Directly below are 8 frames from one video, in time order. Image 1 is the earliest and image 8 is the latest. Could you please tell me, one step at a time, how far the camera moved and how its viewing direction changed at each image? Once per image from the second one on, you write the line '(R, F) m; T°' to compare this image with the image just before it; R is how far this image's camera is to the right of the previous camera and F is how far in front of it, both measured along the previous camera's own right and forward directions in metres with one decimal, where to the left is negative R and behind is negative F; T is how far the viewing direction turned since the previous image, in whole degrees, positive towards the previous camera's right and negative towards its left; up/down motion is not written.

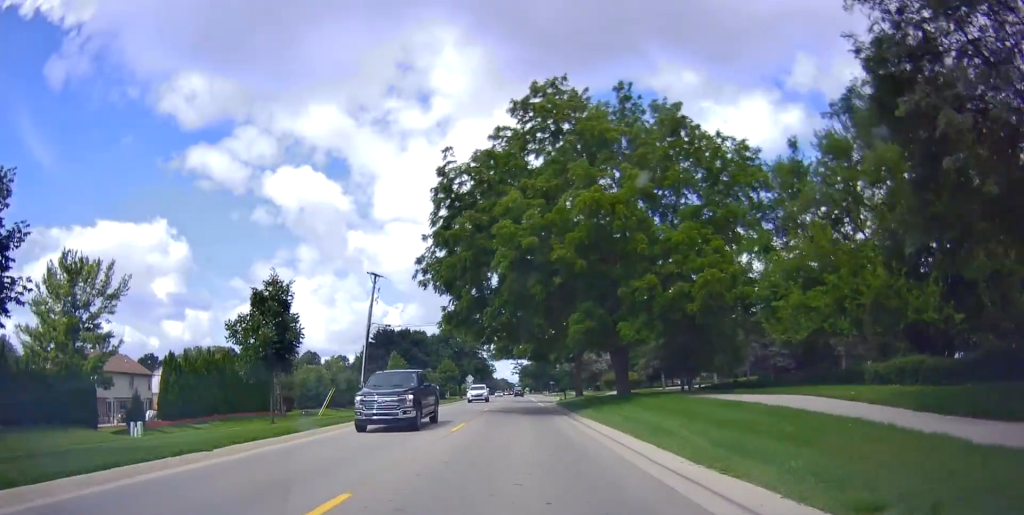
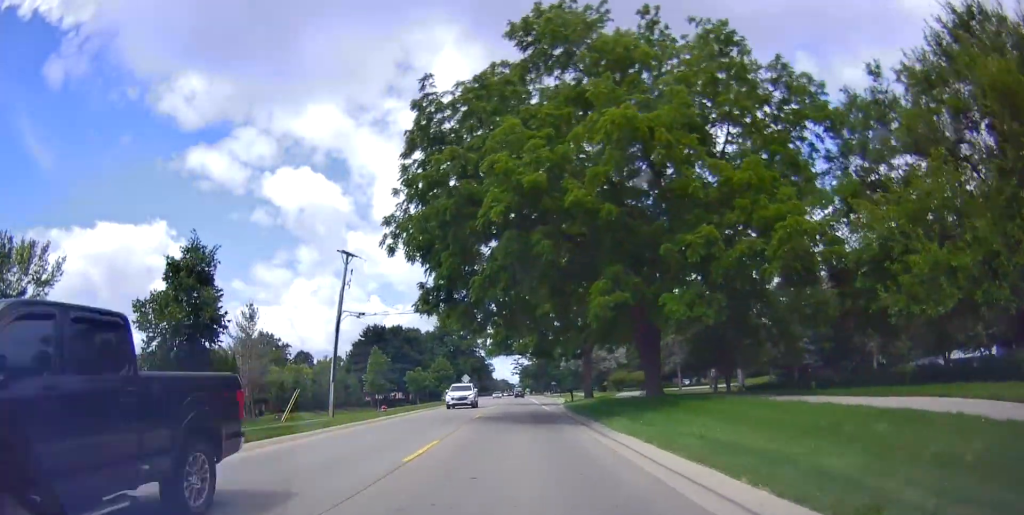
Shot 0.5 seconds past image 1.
(+0.1, +8.0) m; 0°
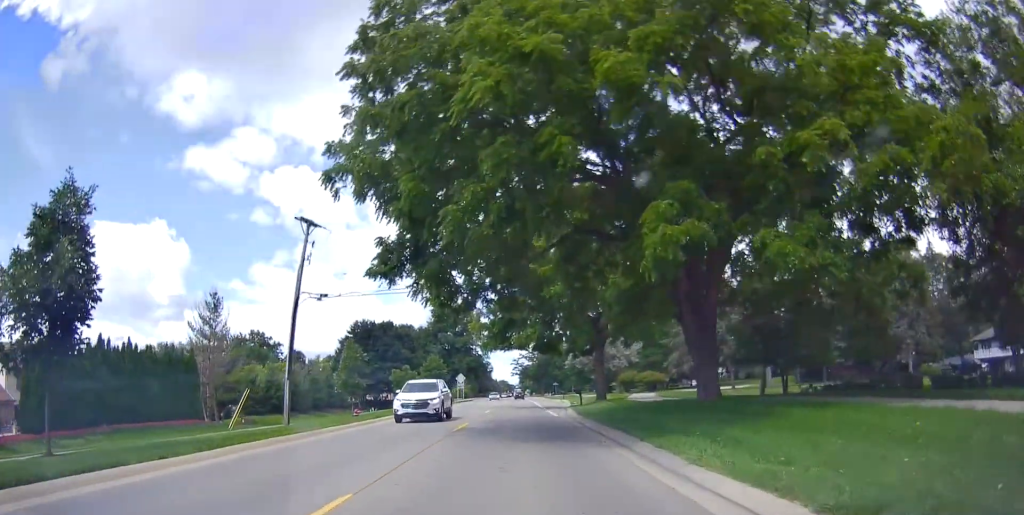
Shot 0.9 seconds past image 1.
(0.0, +8.0) m; -1°
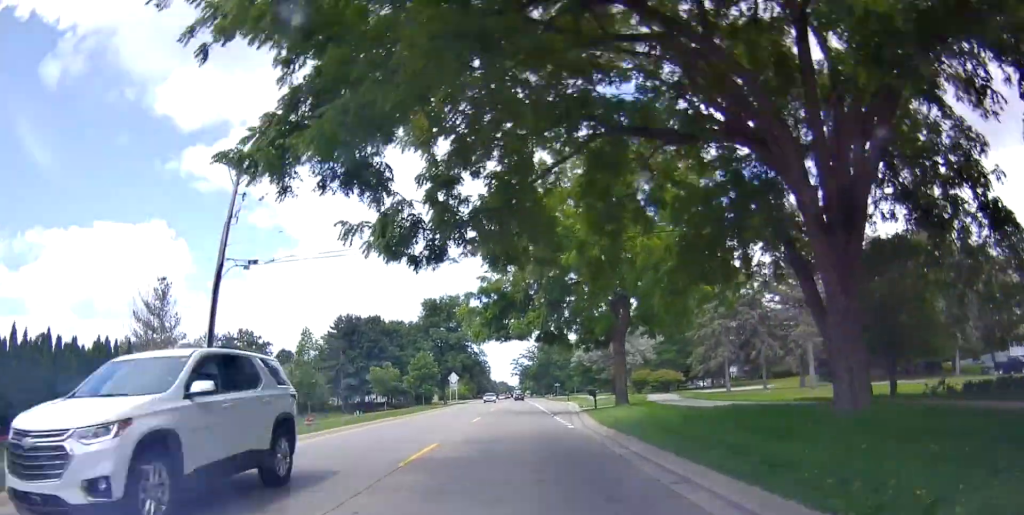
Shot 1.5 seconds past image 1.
(0.0, +9.0) m; -1°
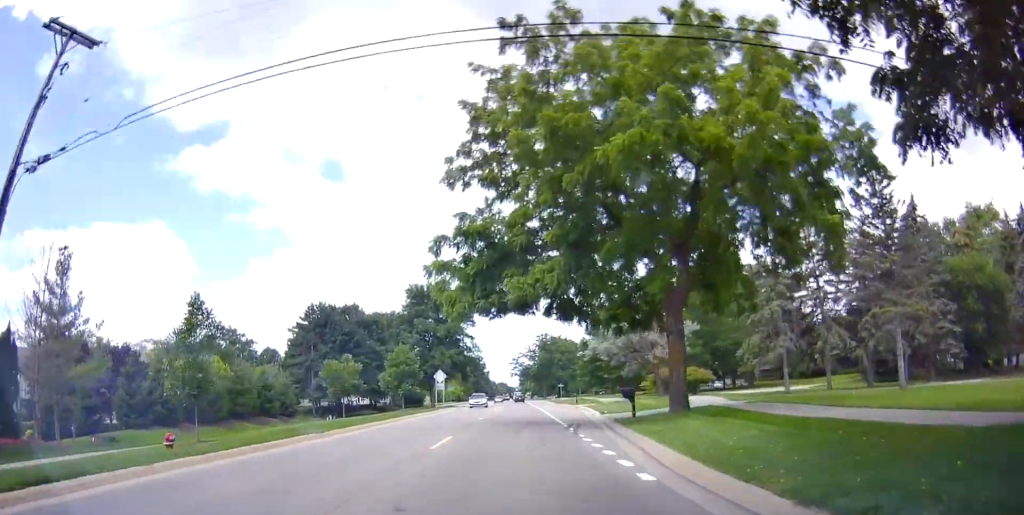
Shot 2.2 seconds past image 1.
(-0.4, +12.5) m; 0°
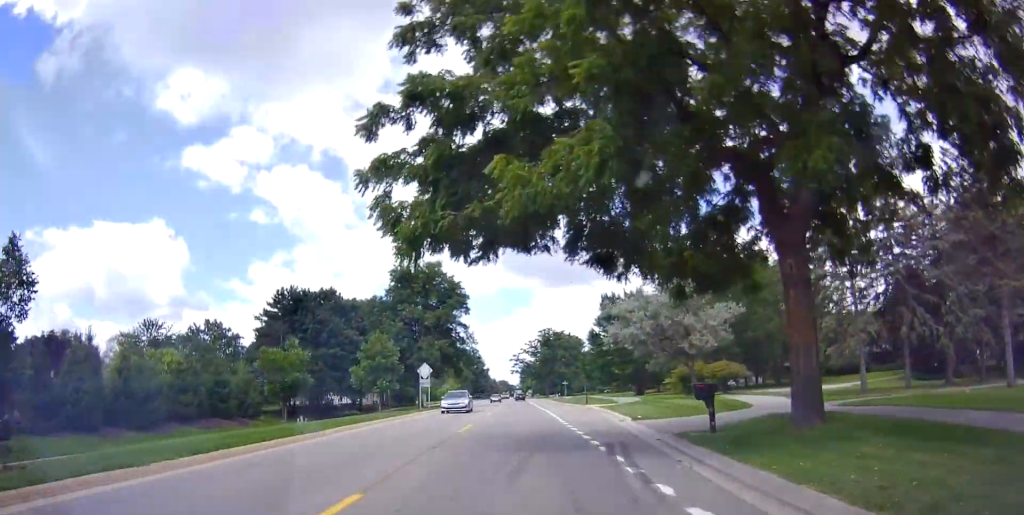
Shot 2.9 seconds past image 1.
(+0.3, +10.1) m; +1°
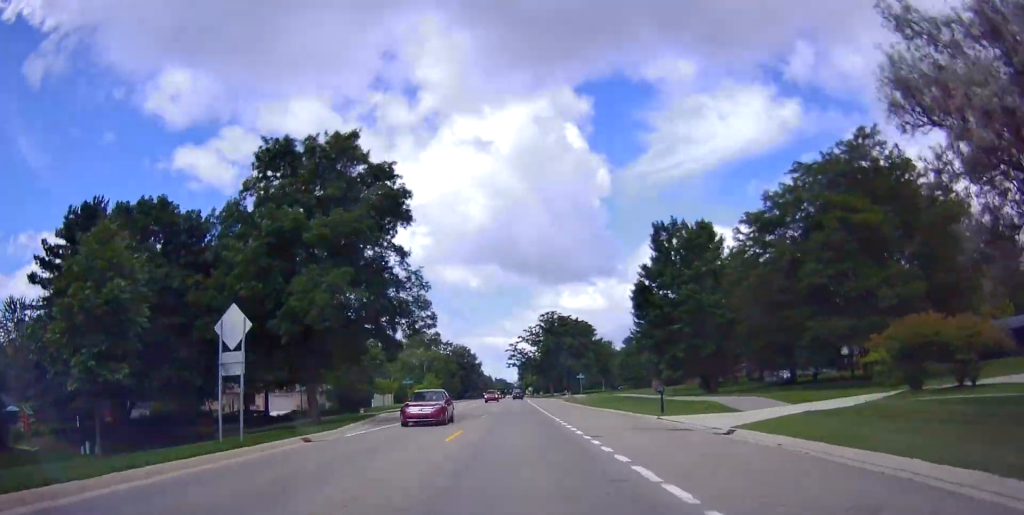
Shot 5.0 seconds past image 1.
(+0.5, +33.0) m; +1°
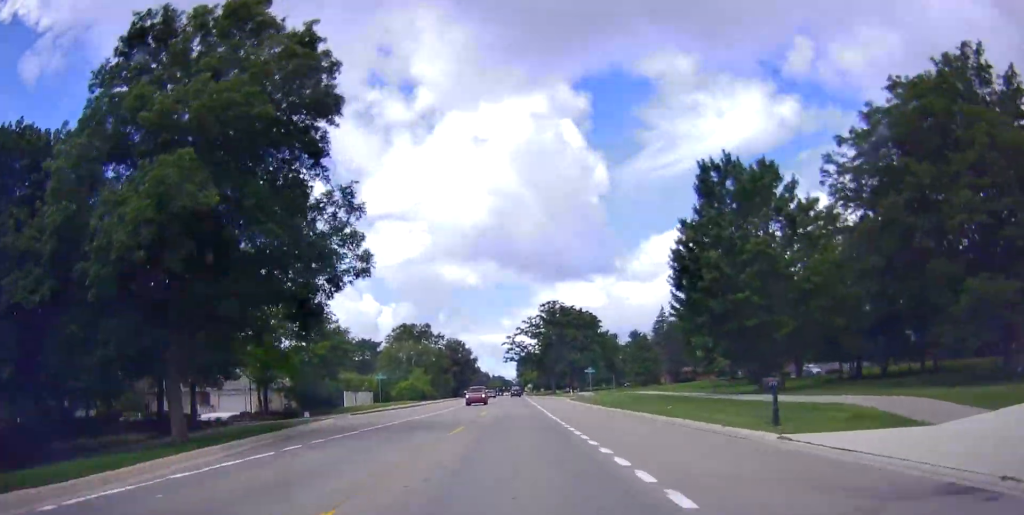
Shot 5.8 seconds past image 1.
(0.0, +13.0) m; -1°
